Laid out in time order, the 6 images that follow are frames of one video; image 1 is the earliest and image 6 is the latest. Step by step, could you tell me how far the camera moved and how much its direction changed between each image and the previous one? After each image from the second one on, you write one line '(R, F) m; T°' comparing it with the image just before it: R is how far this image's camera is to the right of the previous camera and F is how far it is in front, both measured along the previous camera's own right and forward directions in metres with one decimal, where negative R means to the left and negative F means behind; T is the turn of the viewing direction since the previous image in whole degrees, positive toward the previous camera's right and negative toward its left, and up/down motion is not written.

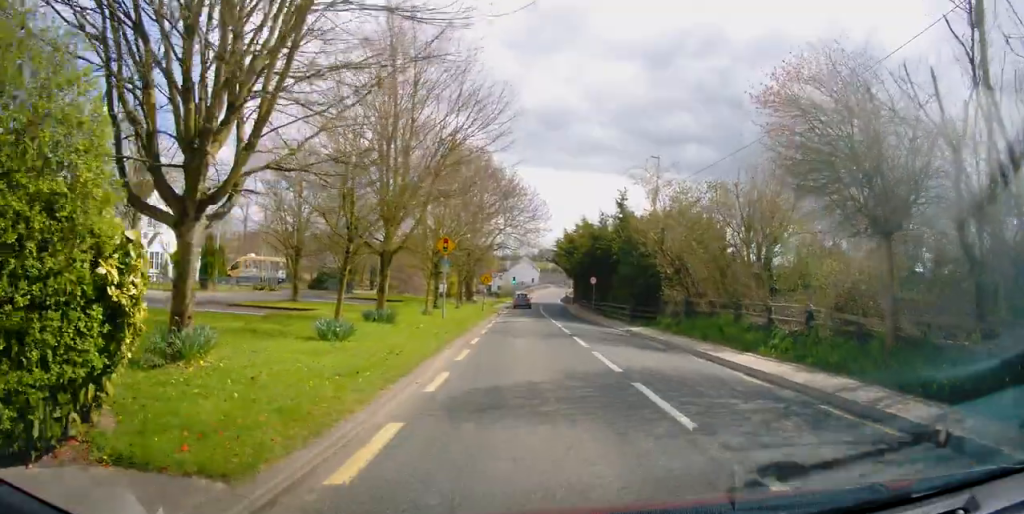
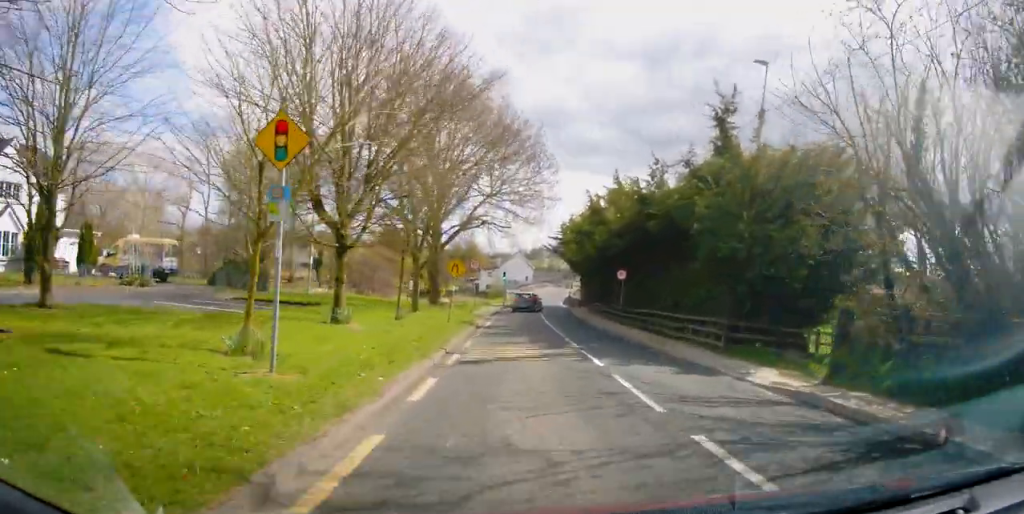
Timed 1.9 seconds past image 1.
(0.0, +17.7) m; +1°
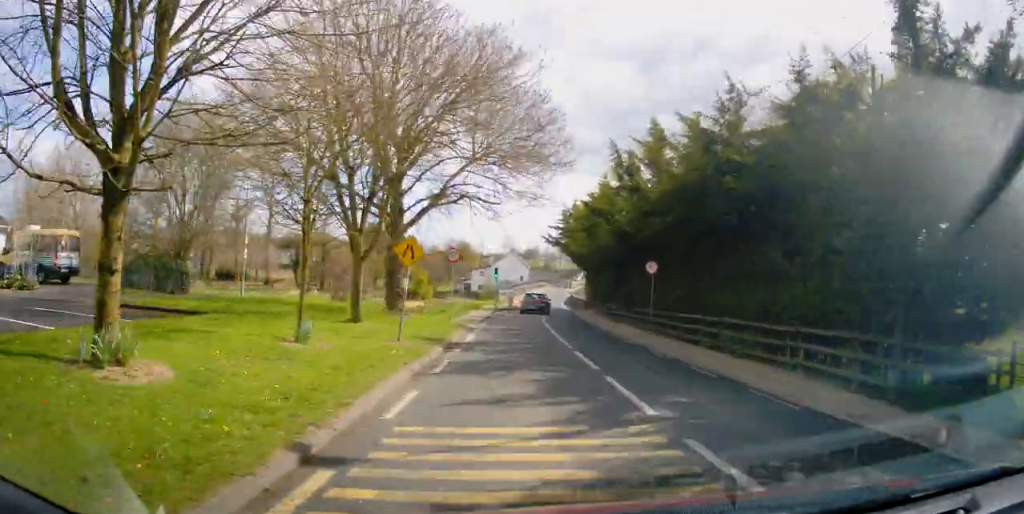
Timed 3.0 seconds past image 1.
(0.0, +9.0) m; +1°
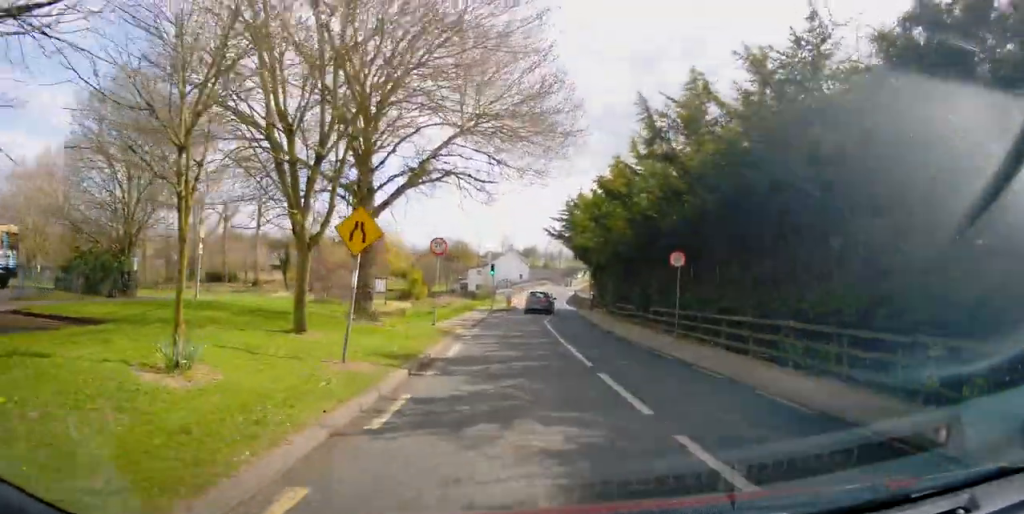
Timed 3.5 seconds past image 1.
(0.0, +4.2) m; 0°
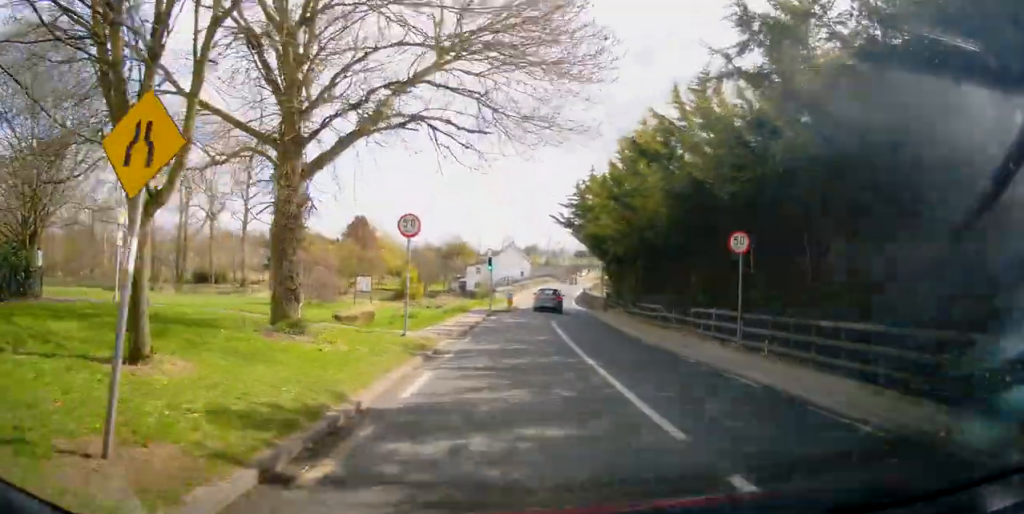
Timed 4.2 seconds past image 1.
(+0.1, +5.8) m; 0°
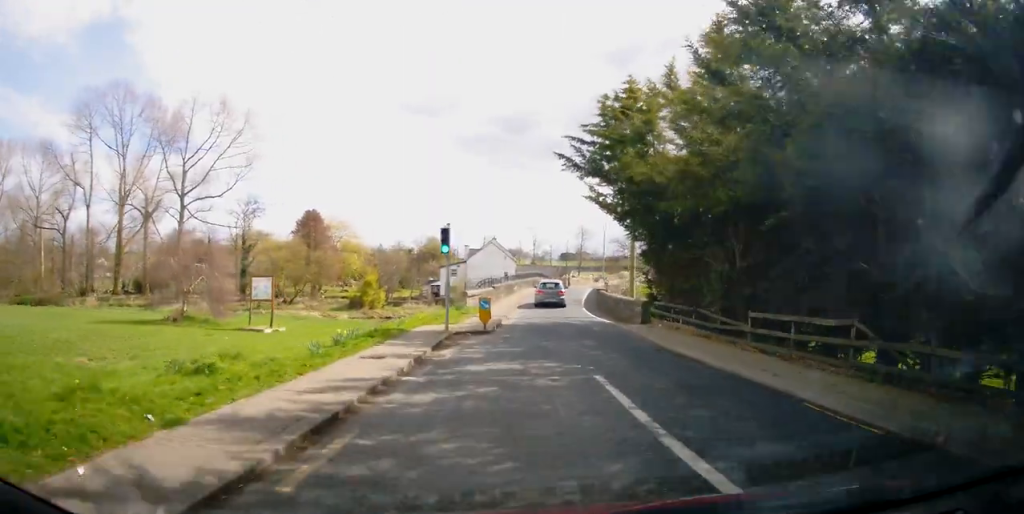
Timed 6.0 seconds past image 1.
(+0.5, +16.2) m; +4°
